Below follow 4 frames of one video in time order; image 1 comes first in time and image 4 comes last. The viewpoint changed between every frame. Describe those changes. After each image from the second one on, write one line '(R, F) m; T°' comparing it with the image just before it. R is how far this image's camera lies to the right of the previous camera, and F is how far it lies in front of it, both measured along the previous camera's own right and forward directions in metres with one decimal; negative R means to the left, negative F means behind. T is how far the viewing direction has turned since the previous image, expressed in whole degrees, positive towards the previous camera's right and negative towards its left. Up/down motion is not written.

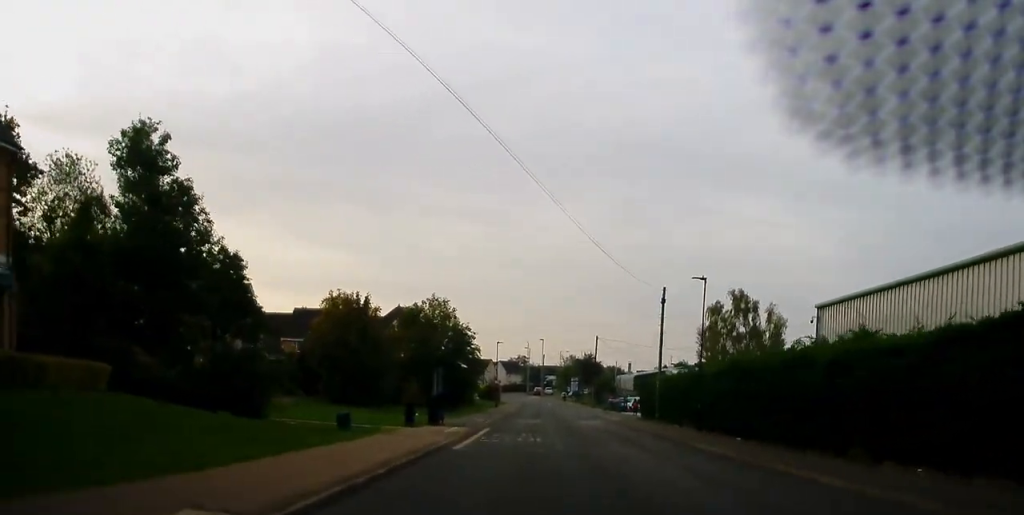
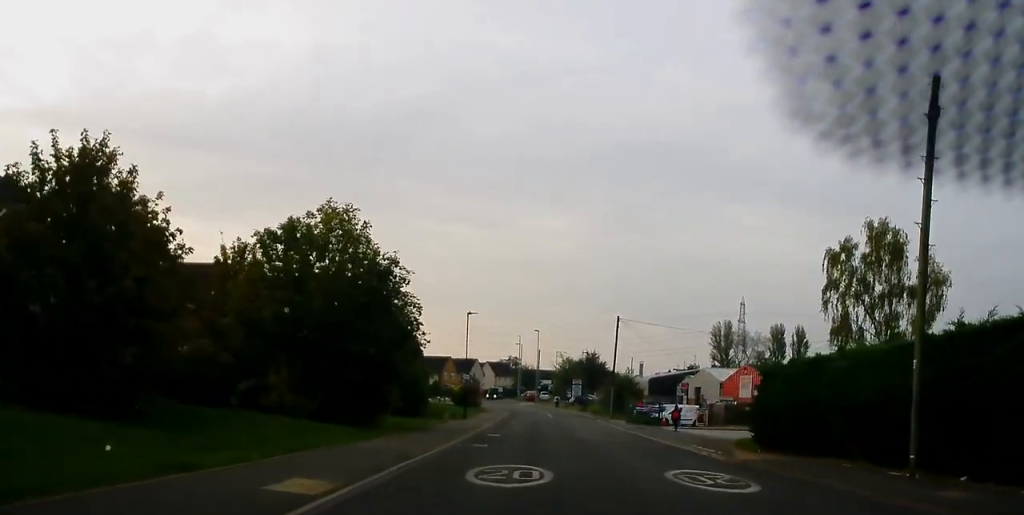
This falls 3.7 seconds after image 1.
(+0.3, +29.2) m; -1°
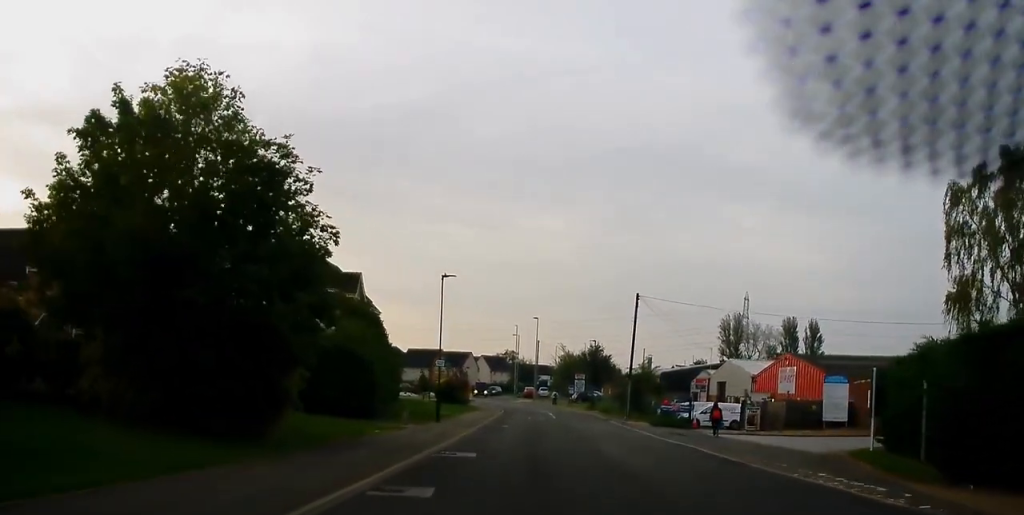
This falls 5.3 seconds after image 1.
(+0.5, +12.9) m; +4°
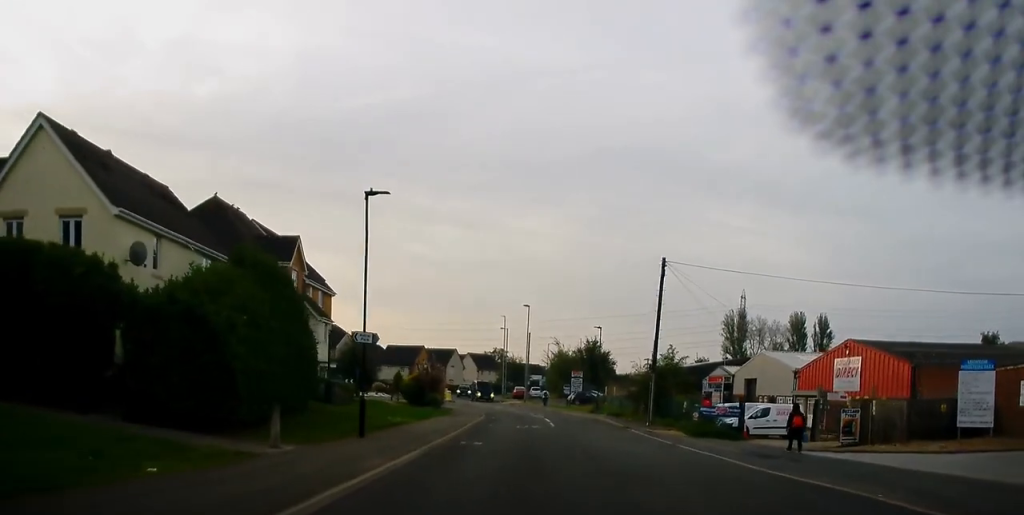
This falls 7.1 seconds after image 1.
(-0.5, +14.1) m; -3°
